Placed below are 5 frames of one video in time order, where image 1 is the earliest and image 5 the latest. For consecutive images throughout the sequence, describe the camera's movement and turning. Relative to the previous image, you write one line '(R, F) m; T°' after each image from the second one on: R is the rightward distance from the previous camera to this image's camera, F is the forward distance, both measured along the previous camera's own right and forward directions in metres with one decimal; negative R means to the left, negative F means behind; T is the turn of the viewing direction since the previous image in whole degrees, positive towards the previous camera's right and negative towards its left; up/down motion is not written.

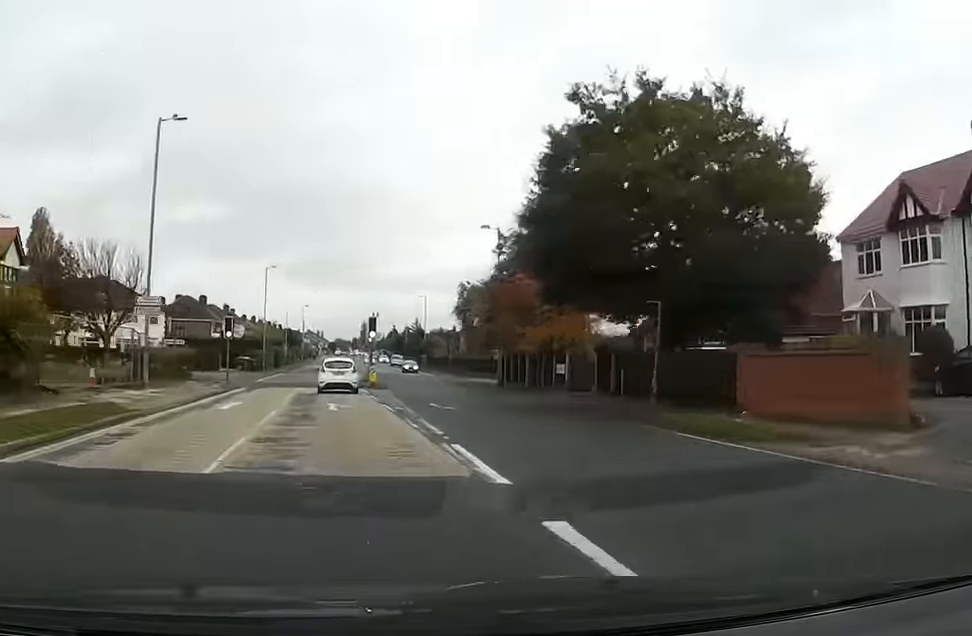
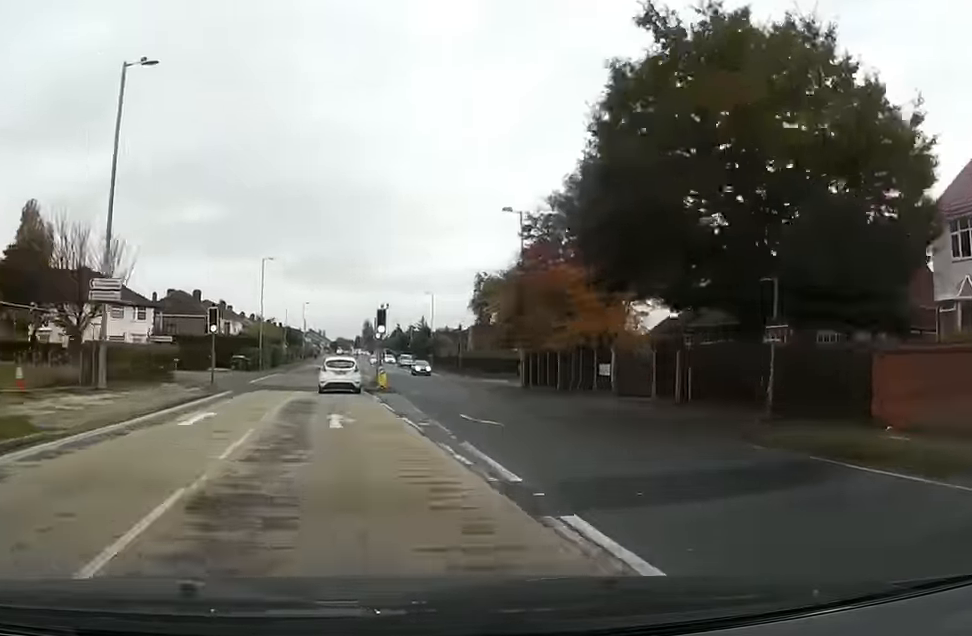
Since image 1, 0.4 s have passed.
(+0.2, +5.9) m; 0°
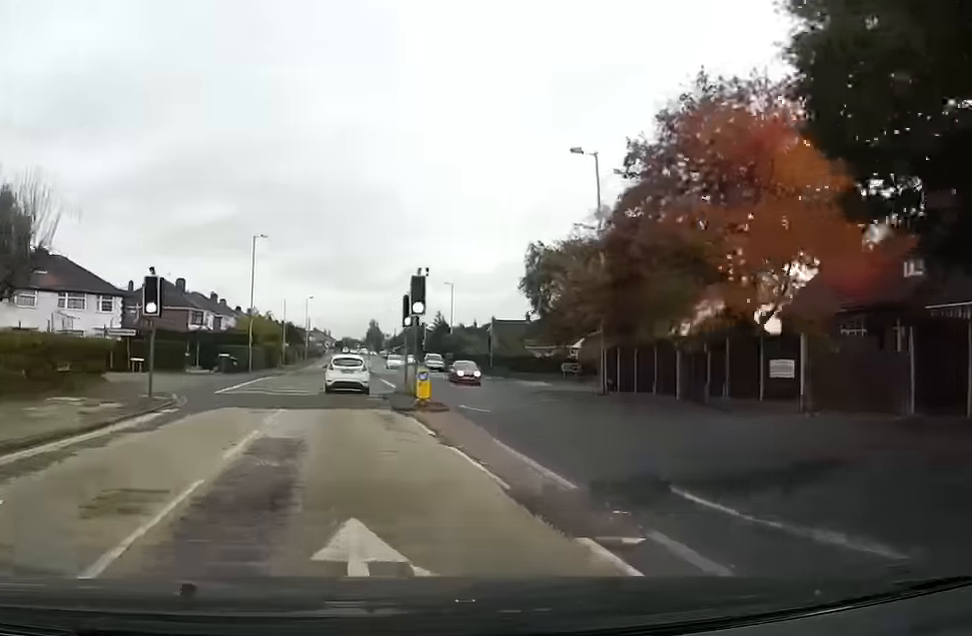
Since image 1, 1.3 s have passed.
(+0.2, +12.9) m; 0°
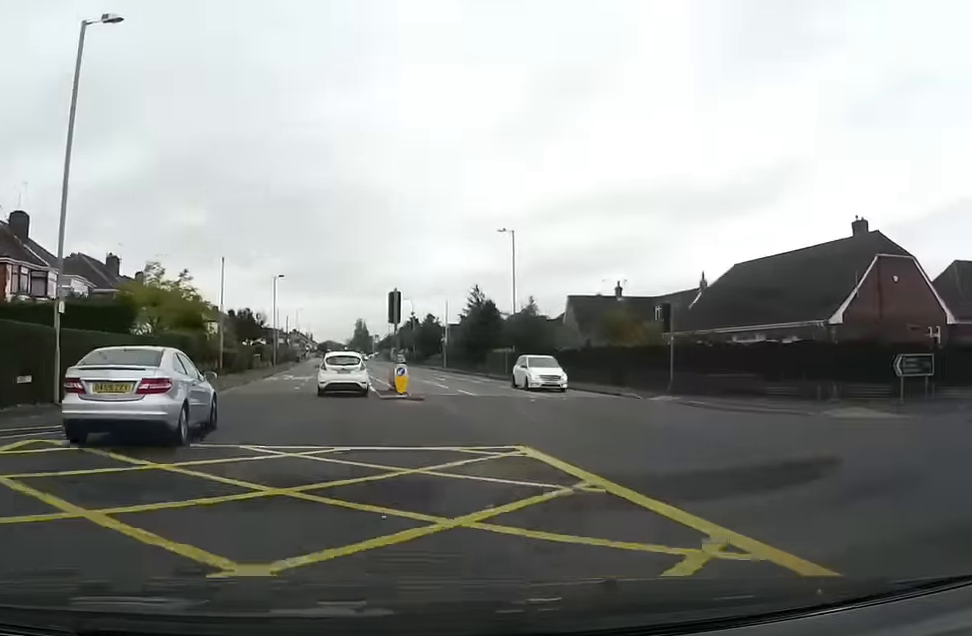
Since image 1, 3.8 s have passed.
(-0.3, +39.1) m; 0°
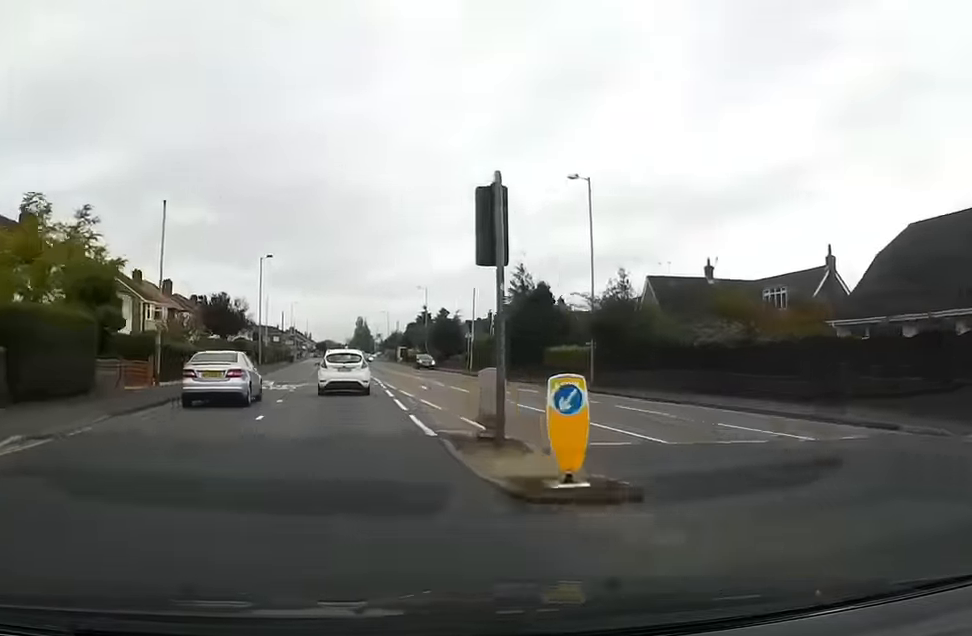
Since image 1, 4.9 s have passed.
(0.0, +17.1) m; -1°
